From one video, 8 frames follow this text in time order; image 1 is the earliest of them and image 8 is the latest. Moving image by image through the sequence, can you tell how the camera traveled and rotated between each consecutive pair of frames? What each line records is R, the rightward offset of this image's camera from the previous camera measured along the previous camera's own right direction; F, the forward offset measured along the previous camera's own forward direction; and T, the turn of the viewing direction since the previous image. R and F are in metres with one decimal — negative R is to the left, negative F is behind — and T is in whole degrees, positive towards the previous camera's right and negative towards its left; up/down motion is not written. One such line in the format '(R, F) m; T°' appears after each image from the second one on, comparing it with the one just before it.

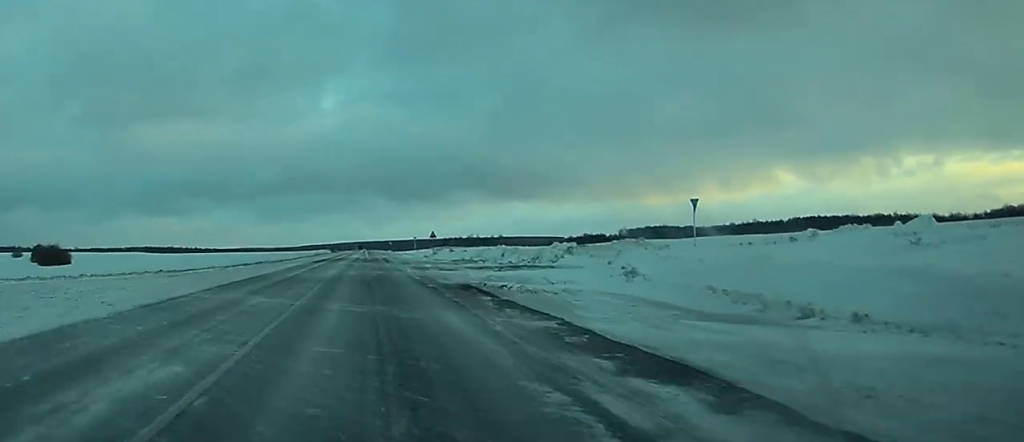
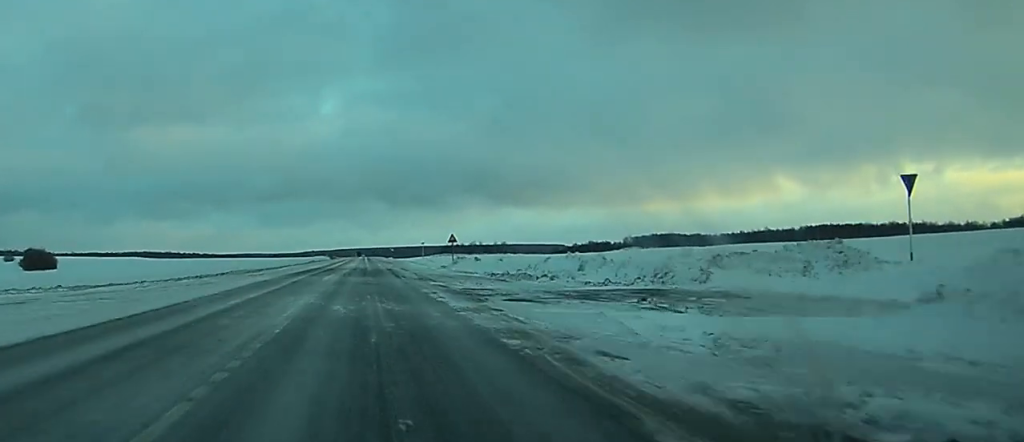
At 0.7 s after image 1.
(0.0, +21.1) m; 0°
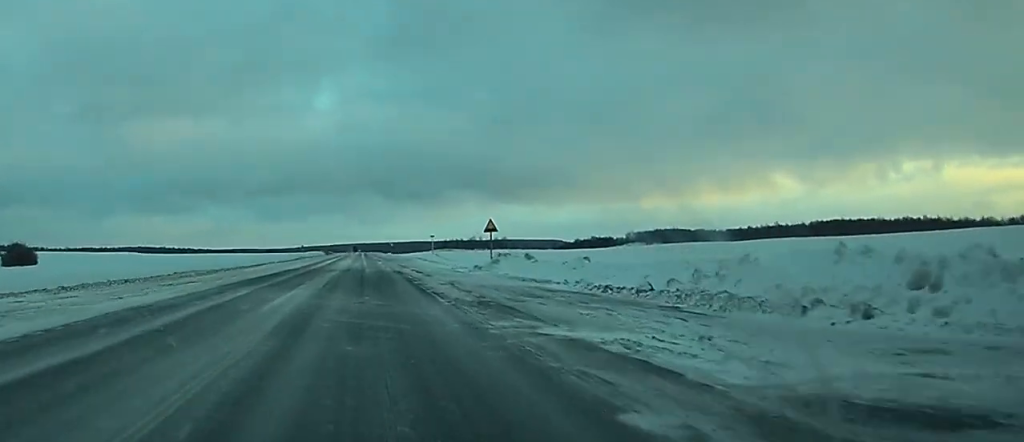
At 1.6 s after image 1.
(+0.1, +23.9) m; 0°
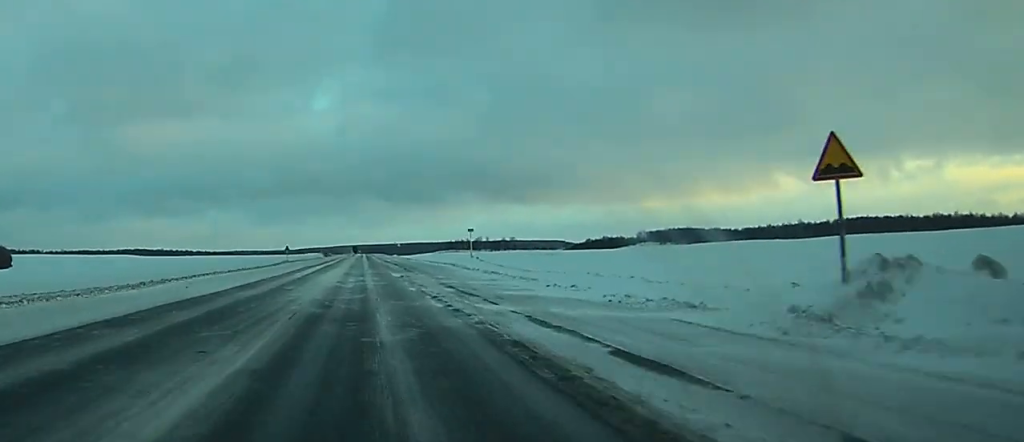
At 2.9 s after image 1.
(0.0, +37.3) m; 0°
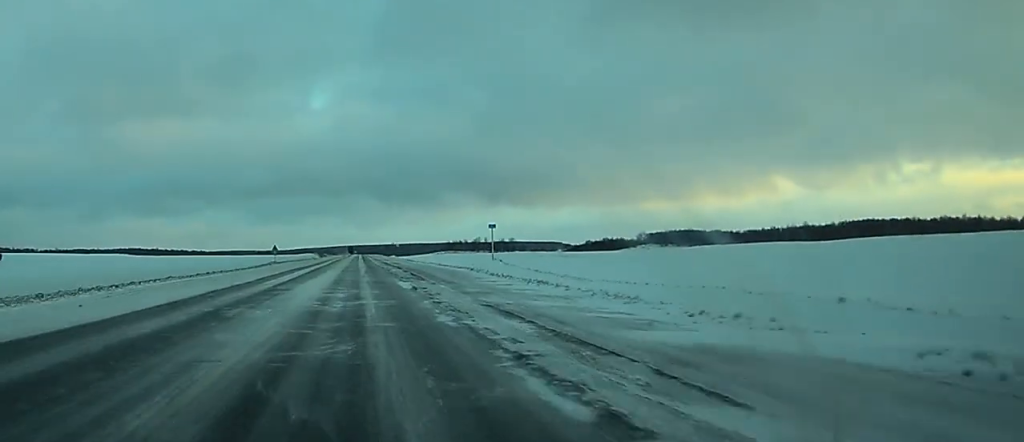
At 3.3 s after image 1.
(0.0, +13.4) m; 0°
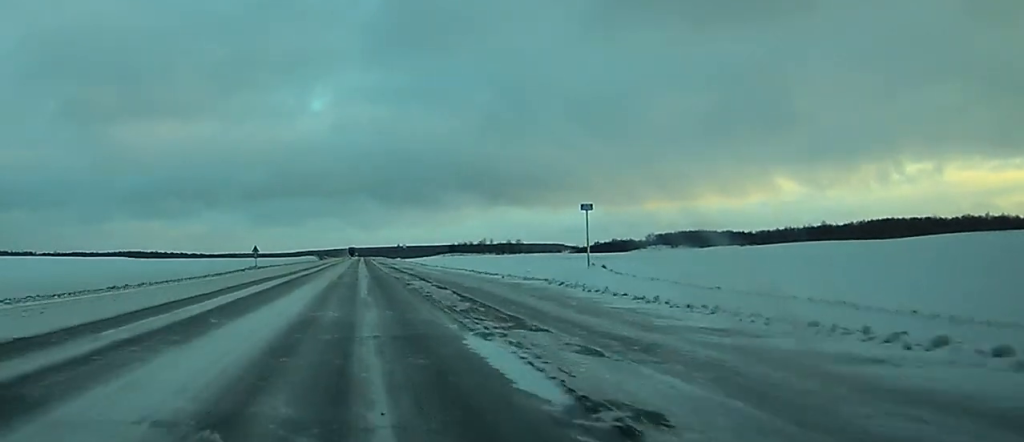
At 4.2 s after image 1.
(+0.2, +23.9) m; 0°
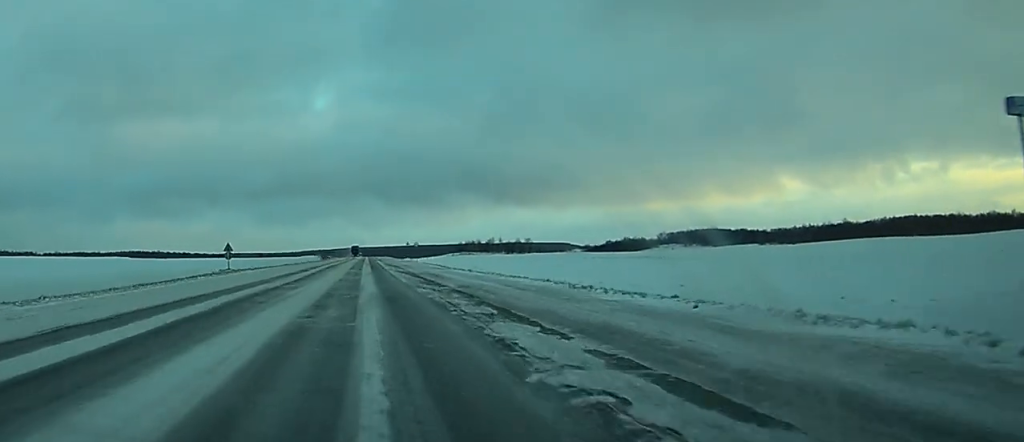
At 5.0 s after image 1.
(0.0, +23.0) m; -2°
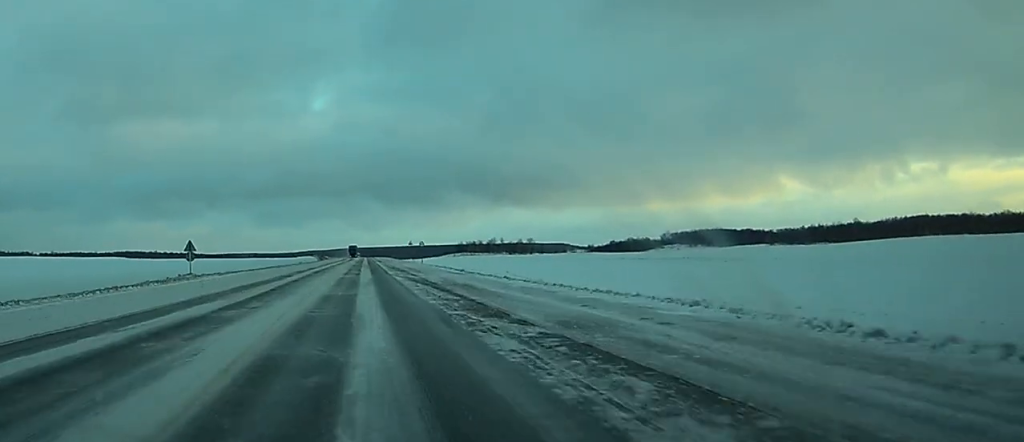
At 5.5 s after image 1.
(-0.4, +16.3) m; -1°
